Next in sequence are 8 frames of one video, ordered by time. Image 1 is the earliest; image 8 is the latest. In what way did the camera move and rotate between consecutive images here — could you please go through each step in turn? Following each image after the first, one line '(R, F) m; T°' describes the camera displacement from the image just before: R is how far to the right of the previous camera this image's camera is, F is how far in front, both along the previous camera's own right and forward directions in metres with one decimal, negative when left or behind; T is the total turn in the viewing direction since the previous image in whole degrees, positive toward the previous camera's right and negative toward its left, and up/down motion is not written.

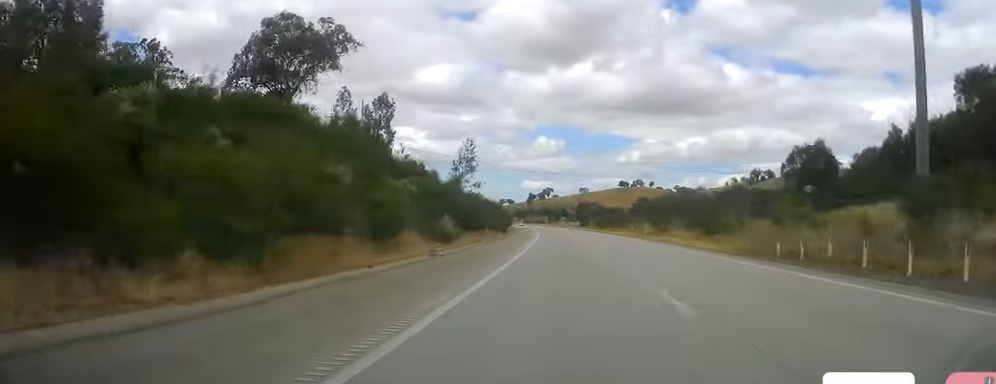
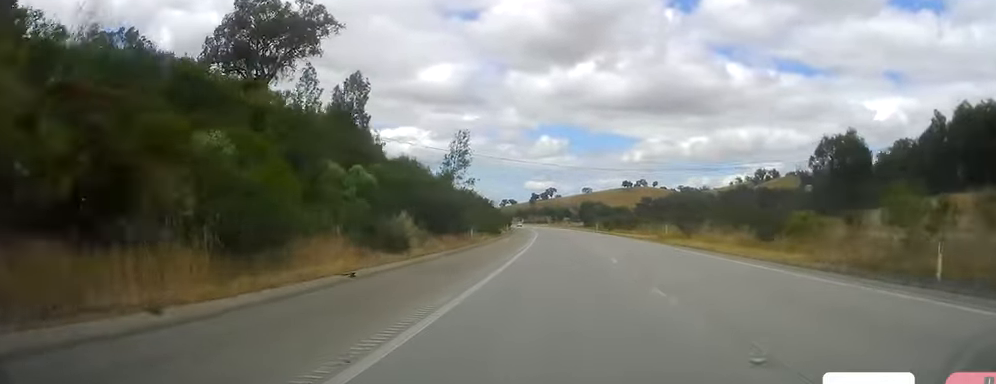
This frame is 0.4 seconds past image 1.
(-0.1, +11.3) m; 0°
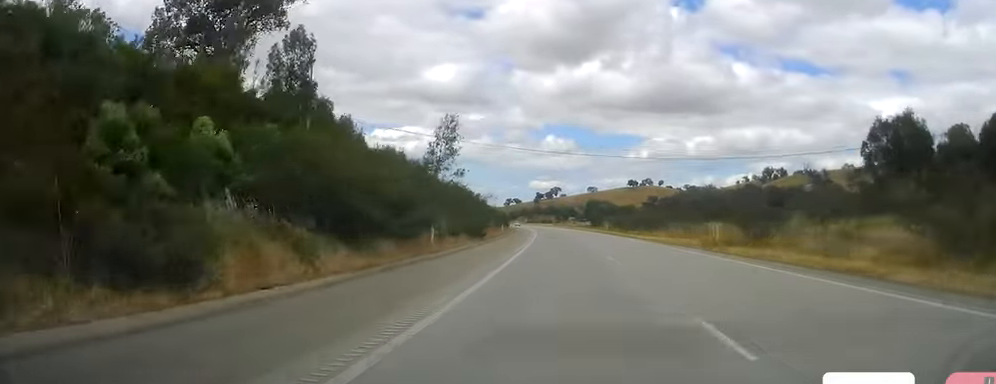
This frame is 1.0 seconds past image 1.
(-0.2, +16.1) m; 0°
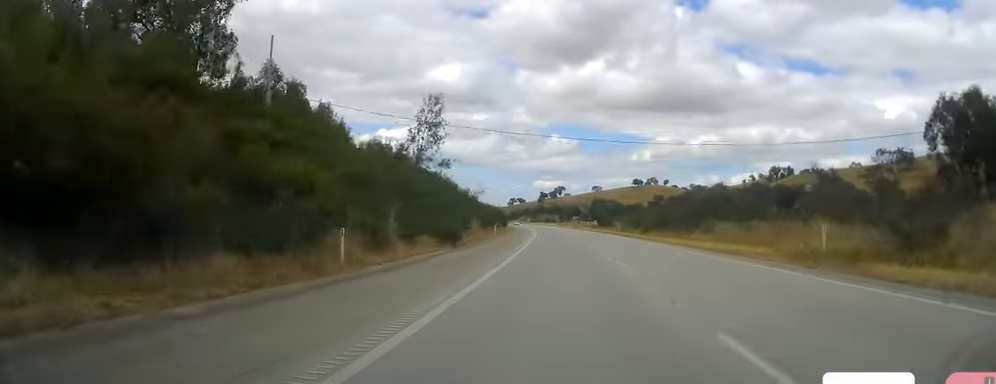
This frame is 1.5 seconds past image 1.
(+0.1, +14.2) m; 0°
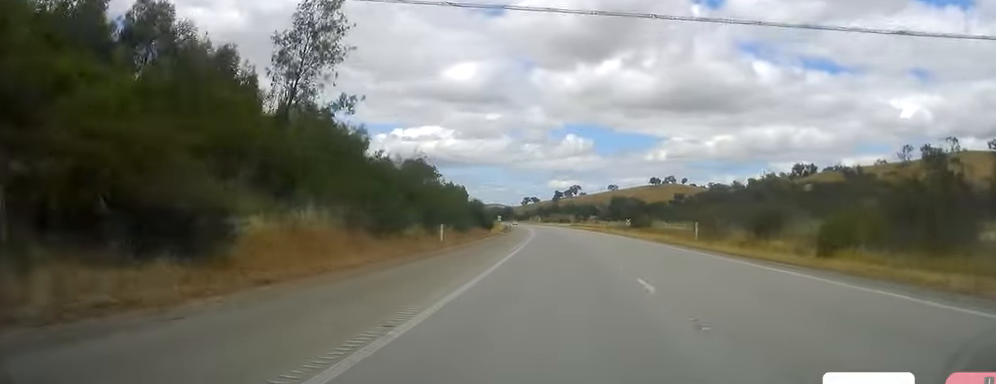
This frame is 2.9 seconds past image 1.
(-0.1, +40.6) m; -2°
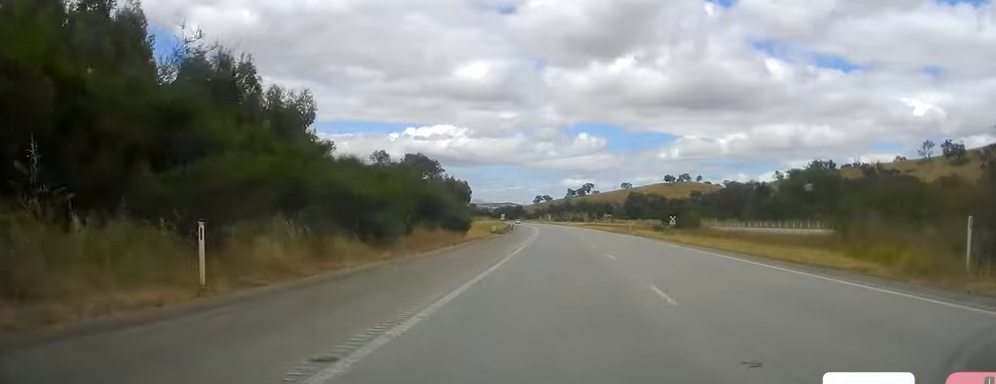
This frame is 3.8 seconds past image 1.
(-0.5, +26.5) m; -1°
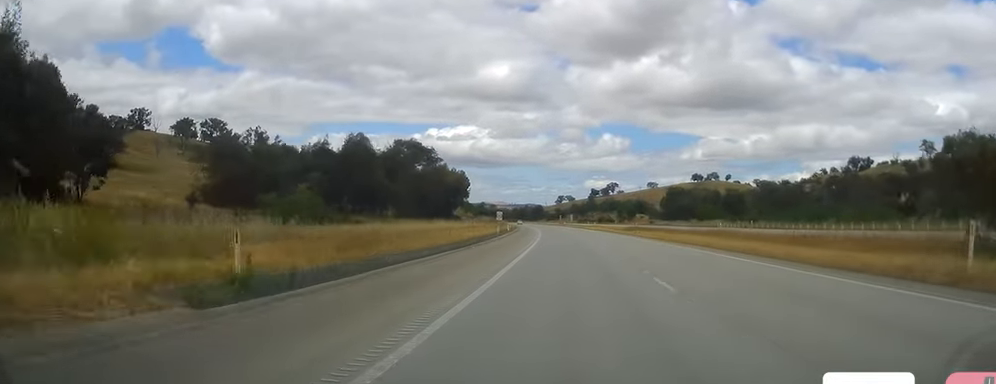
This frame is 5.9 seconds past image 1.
(-0.8, +58.8) m; -2°
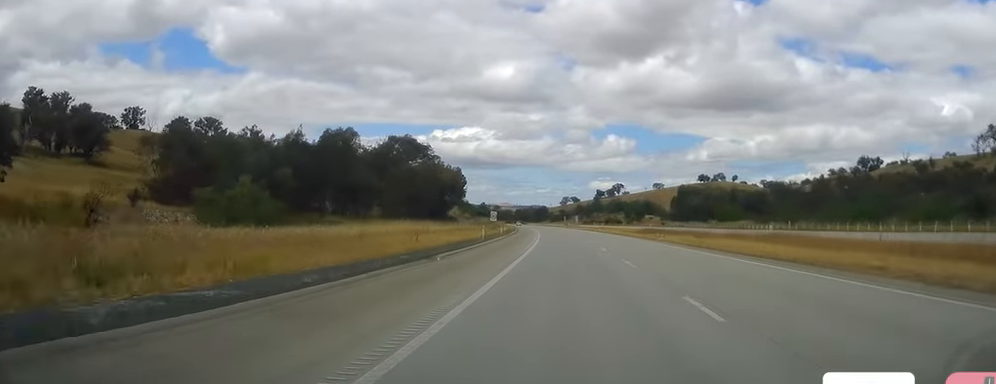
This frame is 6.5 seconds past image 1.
(-0.1, +16.1) m; -1°
